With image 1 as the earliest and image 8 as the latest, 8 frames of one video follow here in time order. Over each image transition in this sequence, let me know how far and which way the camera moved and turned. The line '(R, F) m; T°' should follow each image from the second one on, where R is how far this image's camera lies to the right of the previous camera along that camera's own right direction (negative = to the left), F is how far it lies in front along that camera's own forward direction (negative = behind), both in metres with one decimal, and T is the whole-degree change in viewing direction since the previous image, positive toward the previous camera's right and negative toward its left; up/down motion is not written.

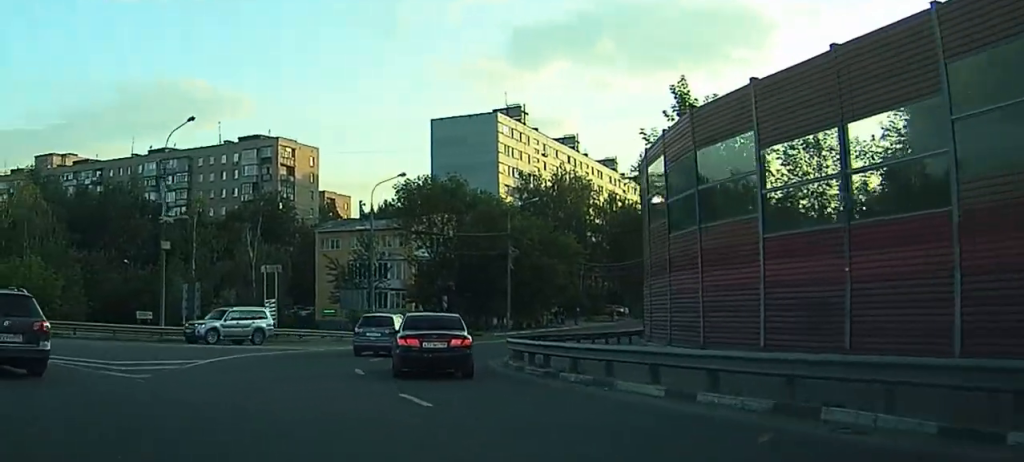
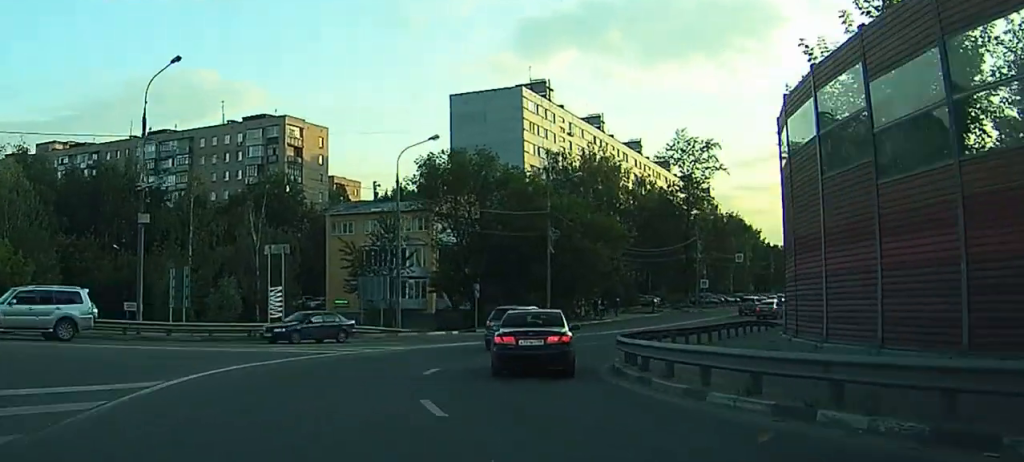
(-1.1, +9.0) m; -9°
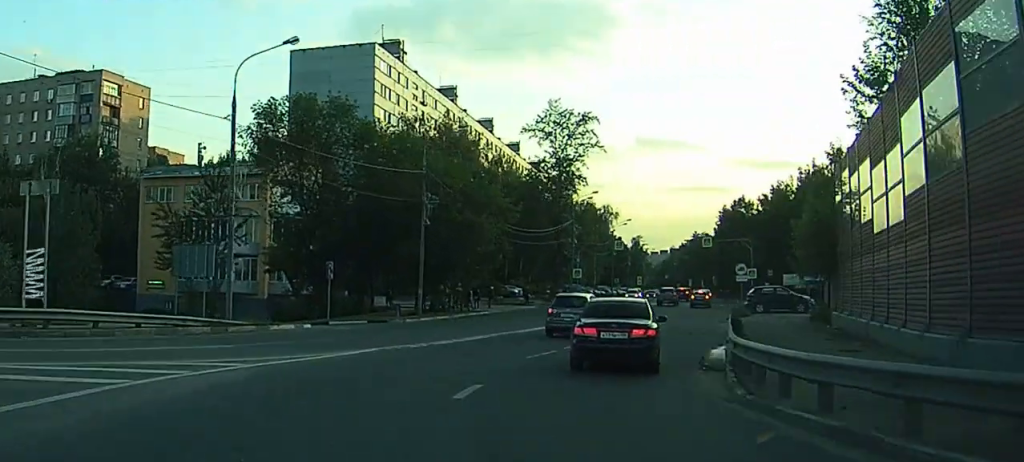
(-0.4, +14.8) m; +3°
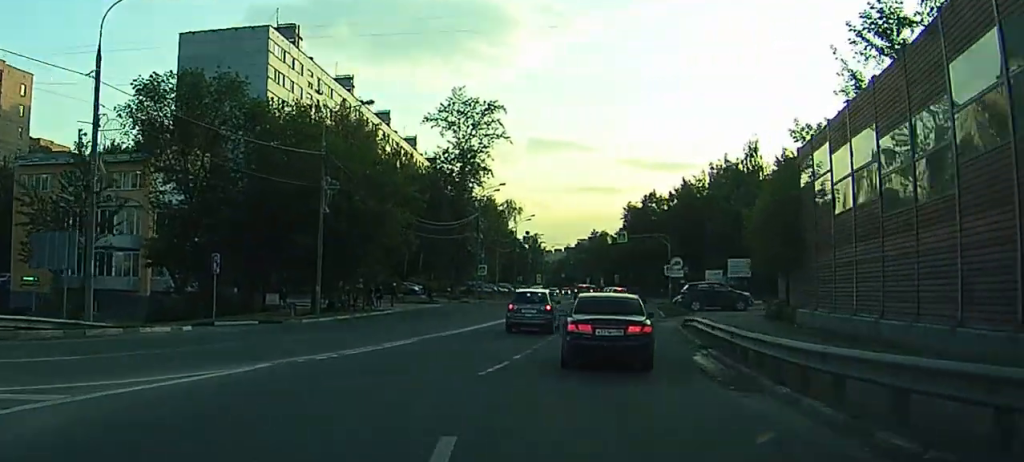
(+0.4, +5.9) m; +7°
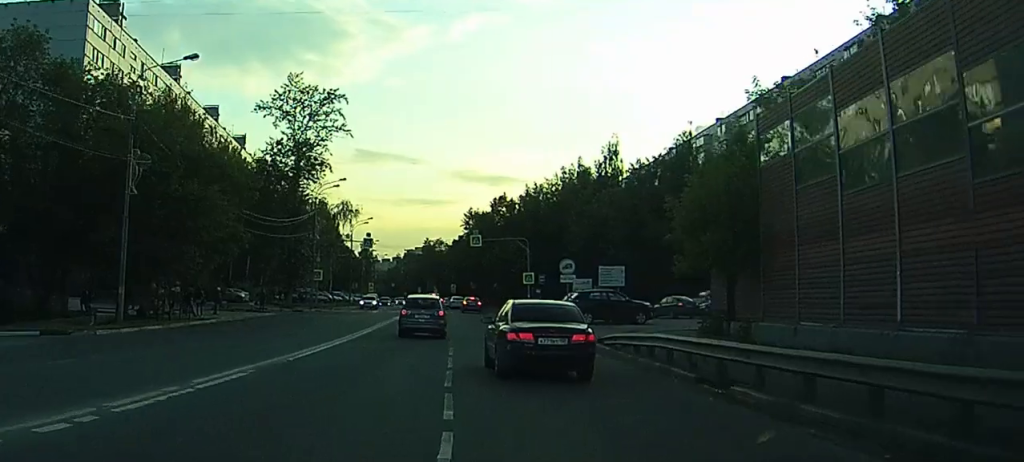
(+0.8, +9.1) m; +10°
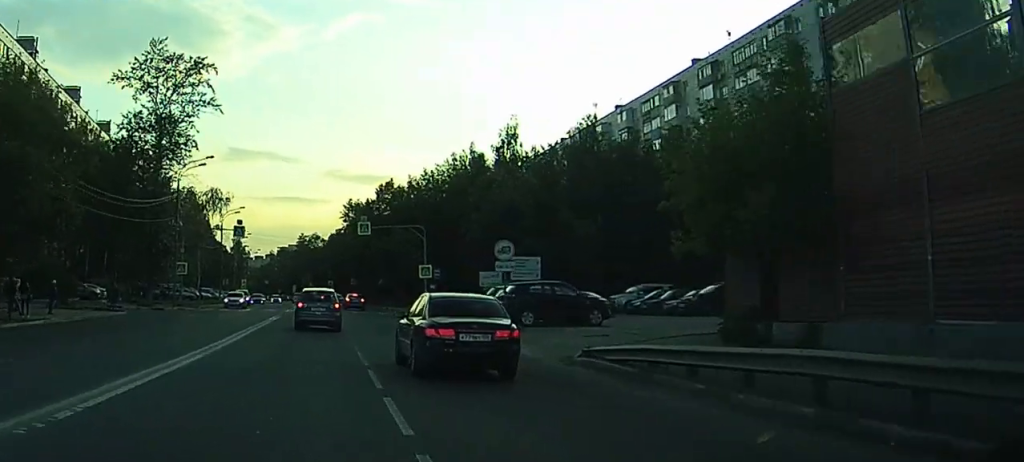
(+1.0, +9.6) m; +7°
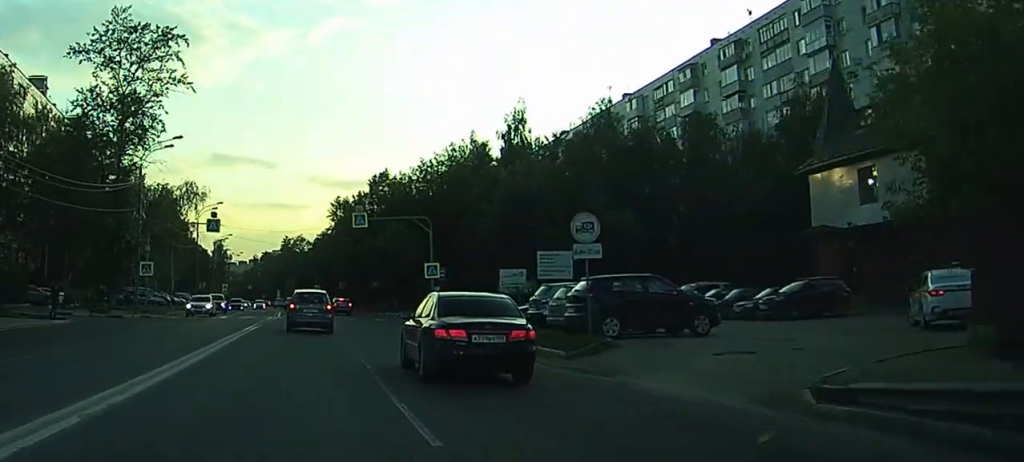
(+0.1, +9.1) m; +1°
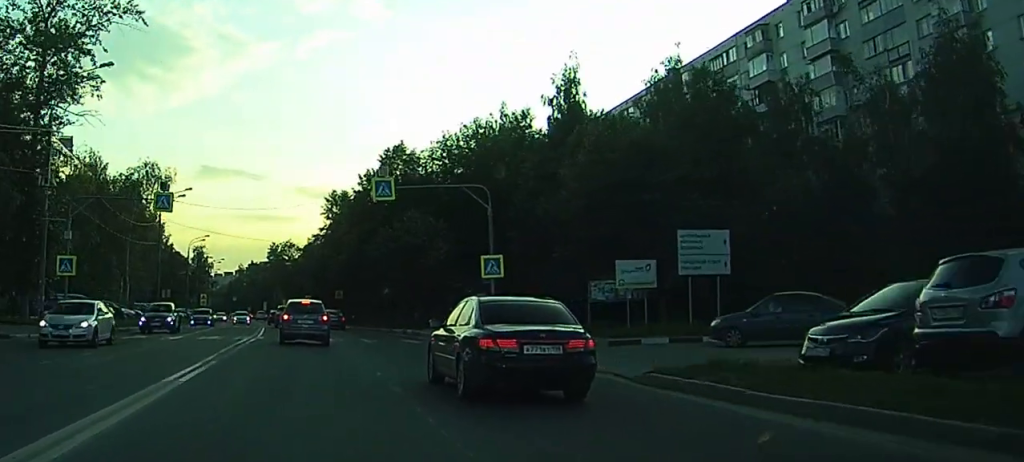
(+0.3, +17.8) m; +2°
